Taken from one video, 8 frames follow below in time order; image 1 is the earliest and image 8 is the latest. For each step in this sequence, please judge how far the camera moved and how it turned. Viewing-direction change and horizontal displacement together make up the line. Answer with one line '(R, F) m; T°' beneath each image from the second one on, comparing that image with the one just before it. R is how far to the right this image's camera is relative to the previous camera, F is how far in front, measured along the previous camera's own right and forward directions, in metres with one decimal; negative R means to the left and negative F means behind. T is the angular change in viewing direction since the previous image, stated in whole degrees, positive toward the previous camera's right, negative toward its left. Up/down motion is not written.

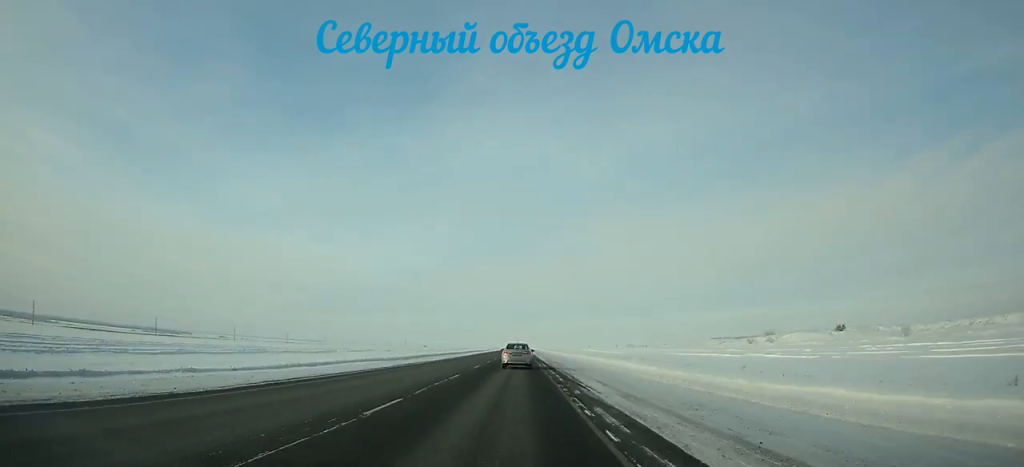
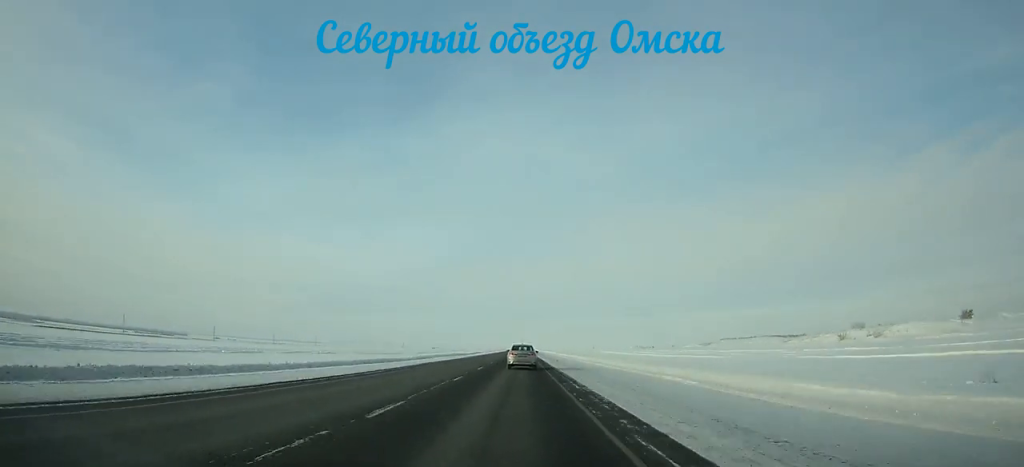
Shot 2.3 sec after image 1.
(-0.1, +58.7) m; 0°
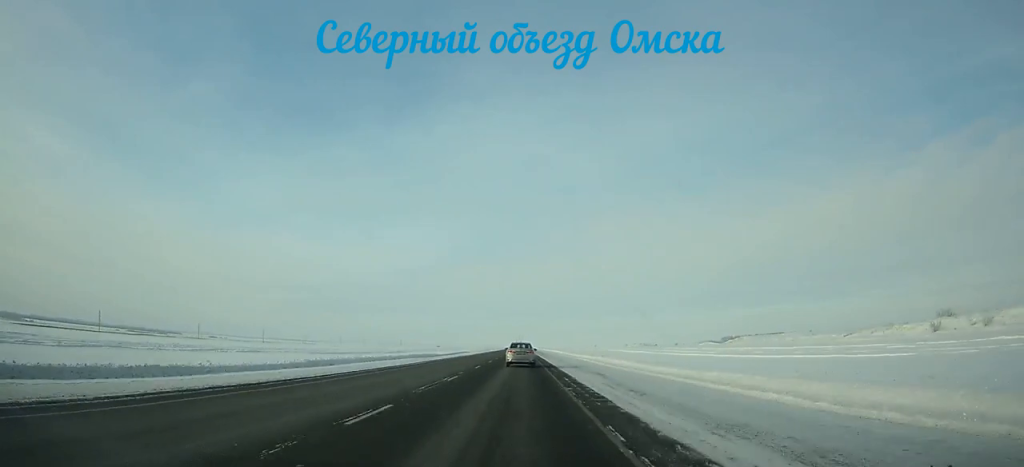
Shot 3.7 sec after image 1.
(+0.1, +35.9) m; 0°
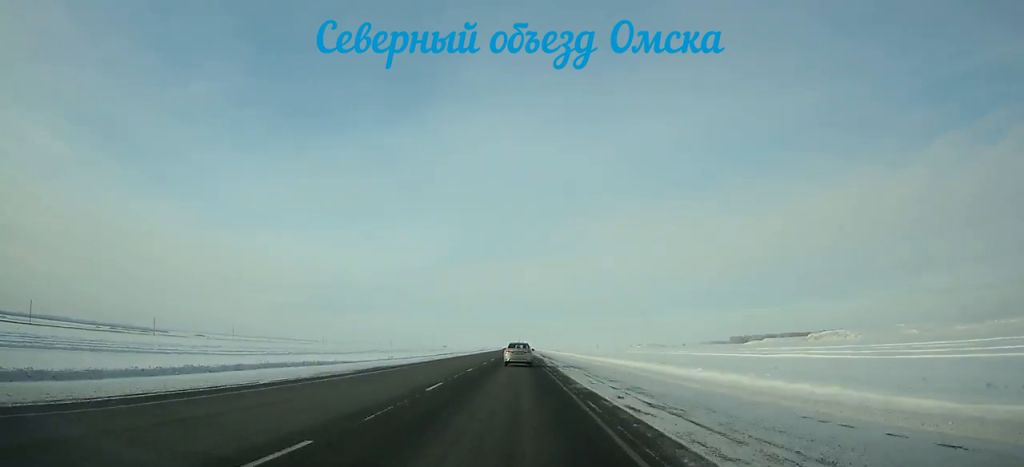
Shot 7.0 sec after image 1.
(+0.2, +84.9) m; 0°
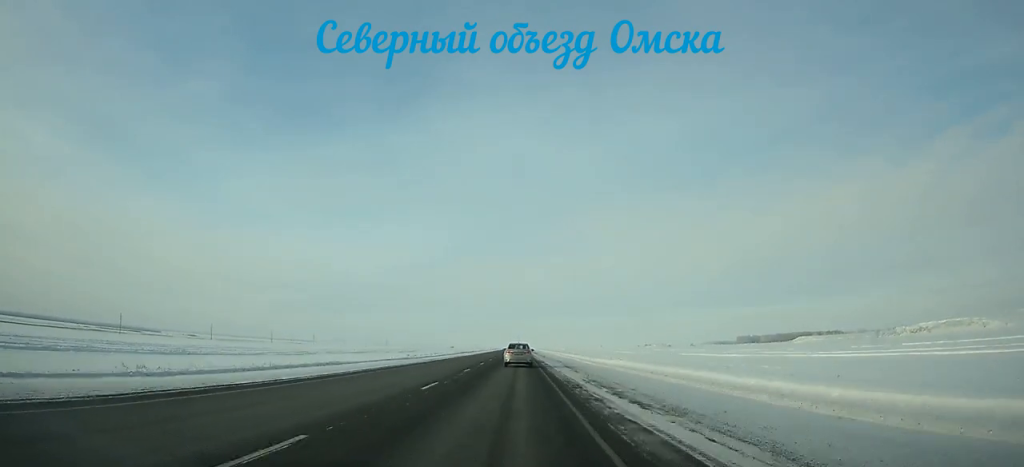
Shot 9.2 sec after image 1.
(0.0, +56.8) m; 0°
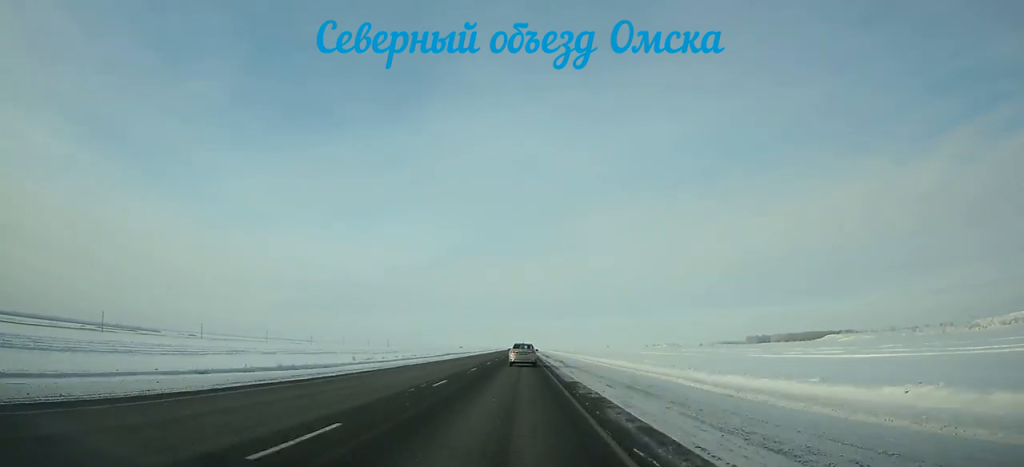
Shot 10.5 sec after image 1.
(0.0, +33.5) m; 0°
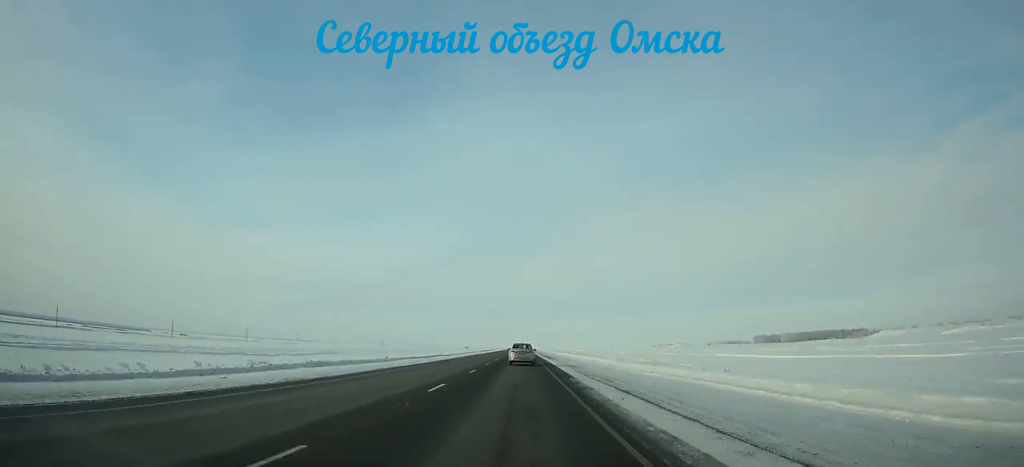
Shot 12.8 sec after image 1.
(-0.1, +59.6) m; 0°
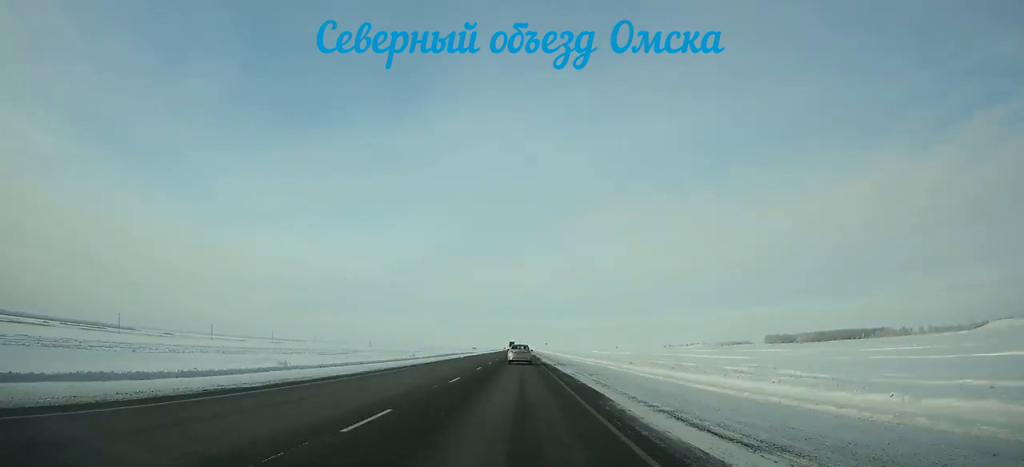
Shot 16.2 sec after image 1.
(+0.1, +88.7) m; 0°
